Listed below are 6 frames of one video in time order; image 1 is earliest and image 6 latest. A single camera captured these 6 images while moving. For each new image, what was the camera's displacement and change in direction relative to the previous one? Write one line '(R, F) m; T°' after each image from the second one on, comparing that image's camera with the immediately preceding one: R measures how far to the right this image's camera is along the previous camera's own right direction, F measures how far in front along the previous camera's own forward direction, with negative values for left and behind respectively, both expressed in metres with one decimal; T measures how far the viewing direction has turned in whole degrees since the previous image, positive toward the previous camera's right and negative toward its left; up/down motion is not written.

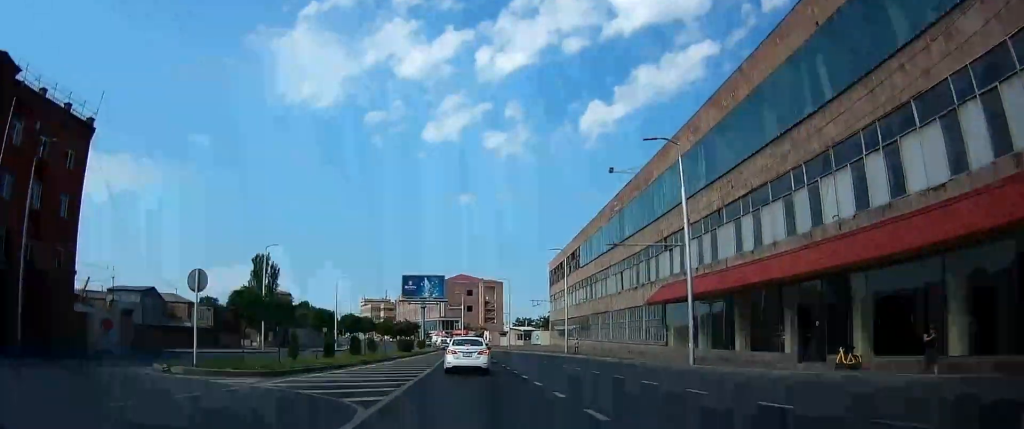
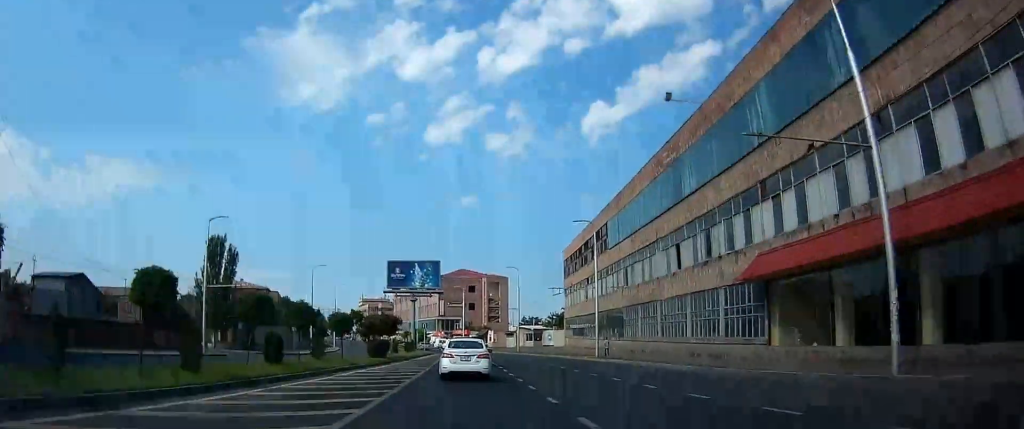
(-0.3, +16.9) m; 0°
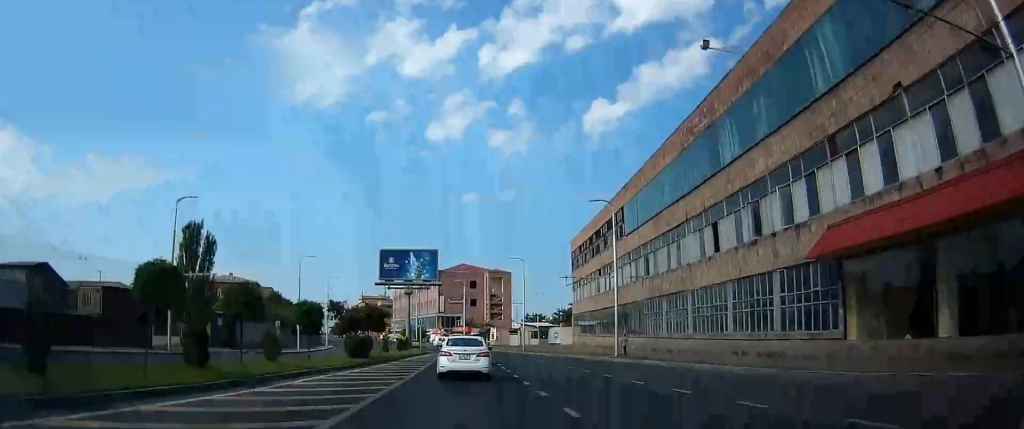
(+0.1, +7.2) m; +1°
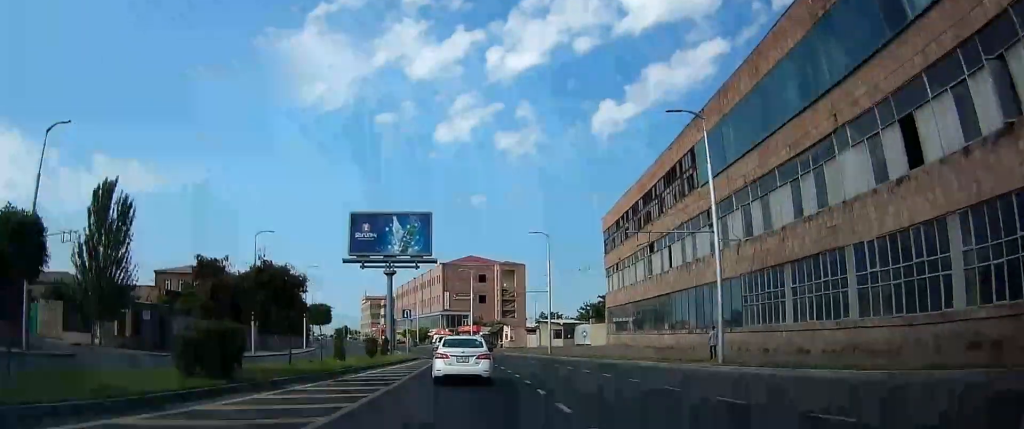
(+0.3, +20.0) m; +1°
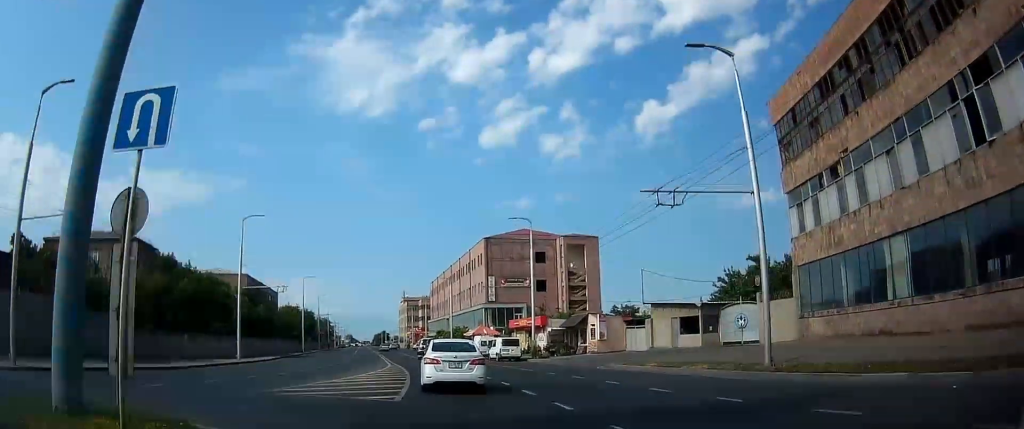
(-2.0, +39.5) m; -7°
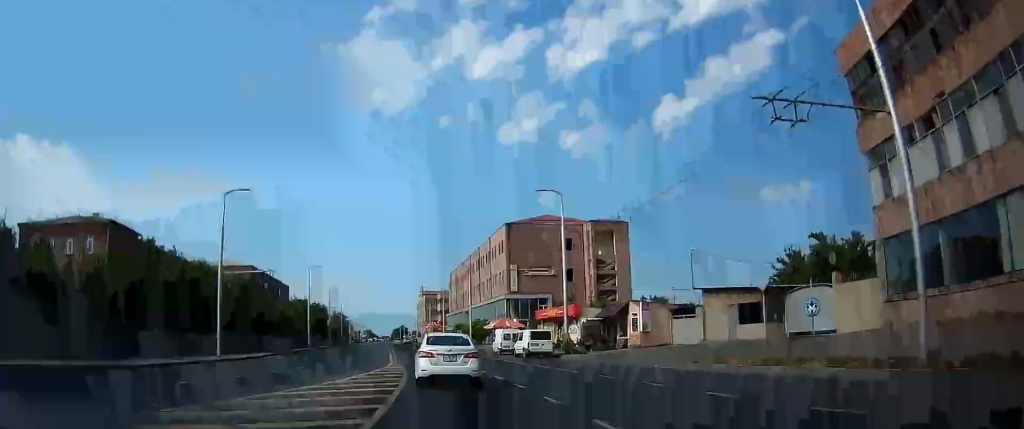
(-0.4, +7.9) m; +1°
